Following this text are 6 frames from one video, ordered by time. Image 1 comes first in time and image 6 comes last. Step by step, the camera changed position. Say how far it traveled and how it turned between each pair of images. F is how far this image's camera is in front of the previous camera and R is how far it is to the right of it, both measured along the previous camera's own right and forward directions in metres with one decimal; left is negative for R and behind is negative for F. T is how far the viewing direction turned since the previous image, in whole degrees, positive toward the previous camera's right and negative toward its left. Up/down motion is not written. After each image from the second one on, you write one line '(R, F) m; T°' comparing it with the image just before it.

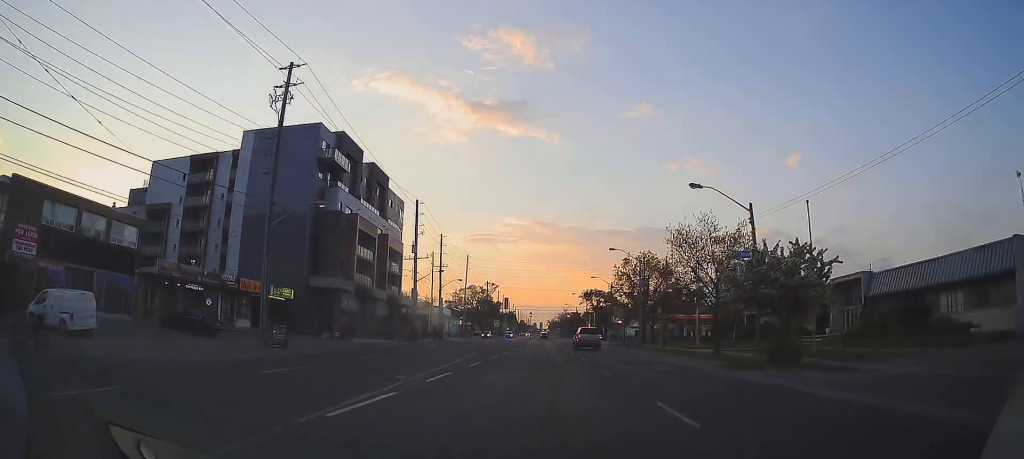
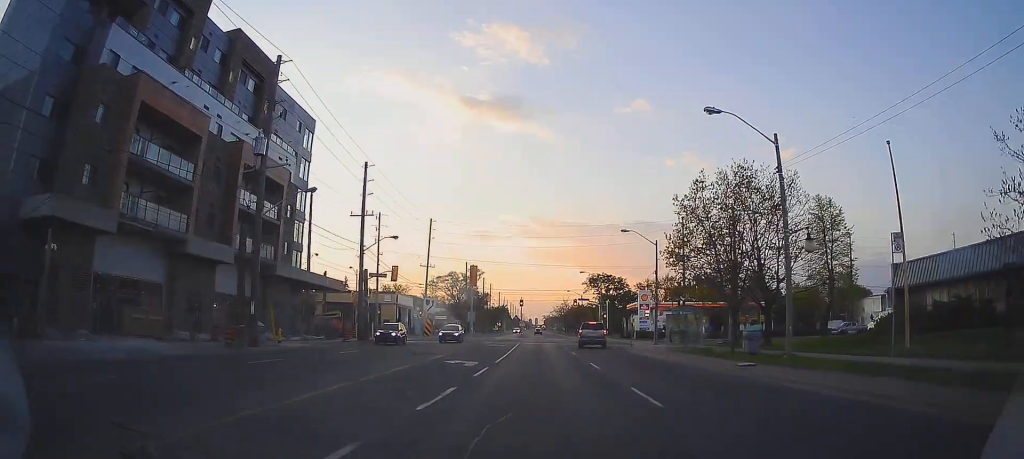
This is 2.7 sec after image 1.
(-0.5, +34.2) m; 0°
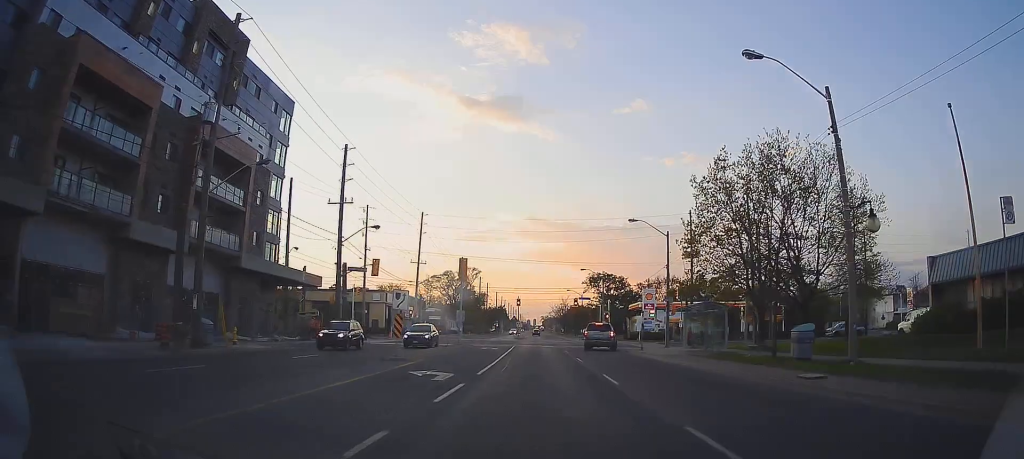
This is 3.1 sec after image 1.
(+0.1, +5.0) m; 0°
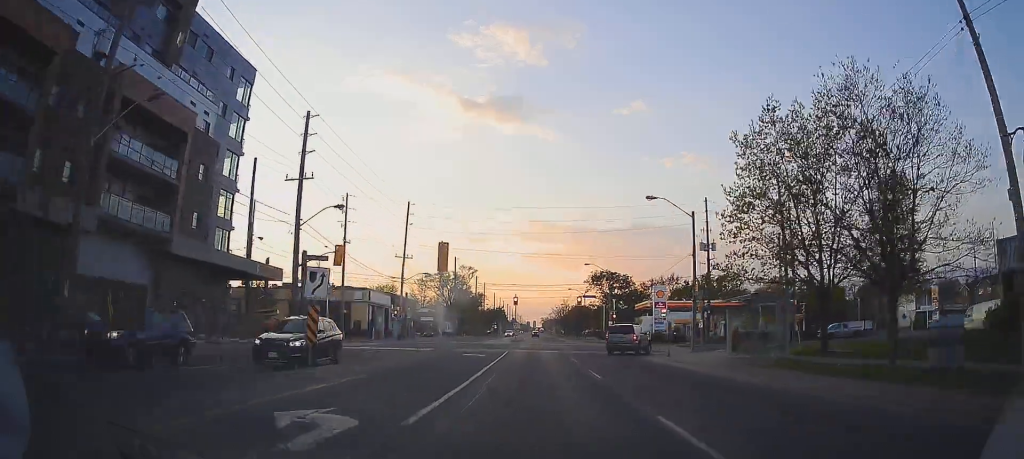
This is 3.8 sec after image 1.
(+0.3, +8.2) m; 0°
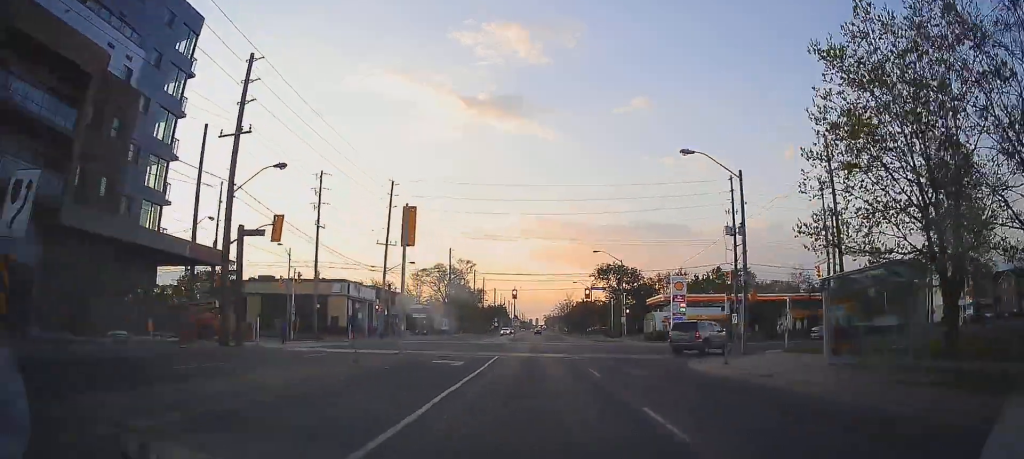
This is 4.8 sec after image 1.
(-0.4, +9.4) m; -1°
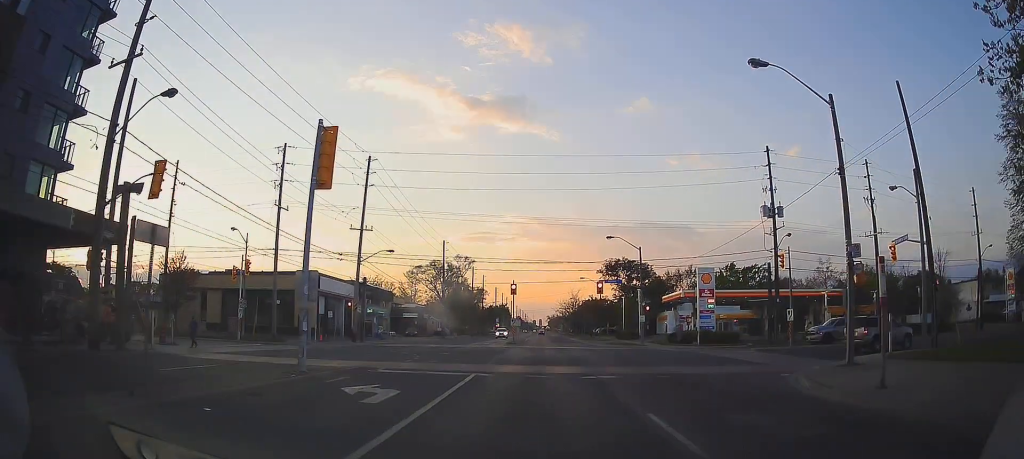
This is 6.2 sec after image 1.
(+0.1, +10.0) m; -1°
